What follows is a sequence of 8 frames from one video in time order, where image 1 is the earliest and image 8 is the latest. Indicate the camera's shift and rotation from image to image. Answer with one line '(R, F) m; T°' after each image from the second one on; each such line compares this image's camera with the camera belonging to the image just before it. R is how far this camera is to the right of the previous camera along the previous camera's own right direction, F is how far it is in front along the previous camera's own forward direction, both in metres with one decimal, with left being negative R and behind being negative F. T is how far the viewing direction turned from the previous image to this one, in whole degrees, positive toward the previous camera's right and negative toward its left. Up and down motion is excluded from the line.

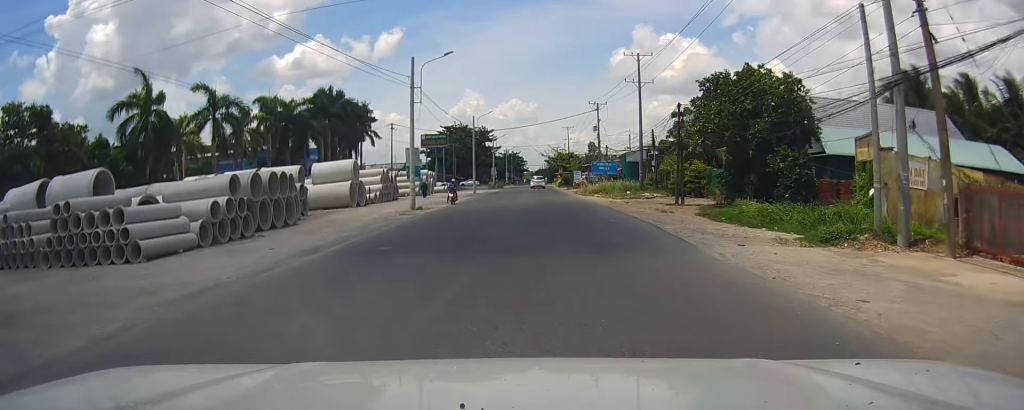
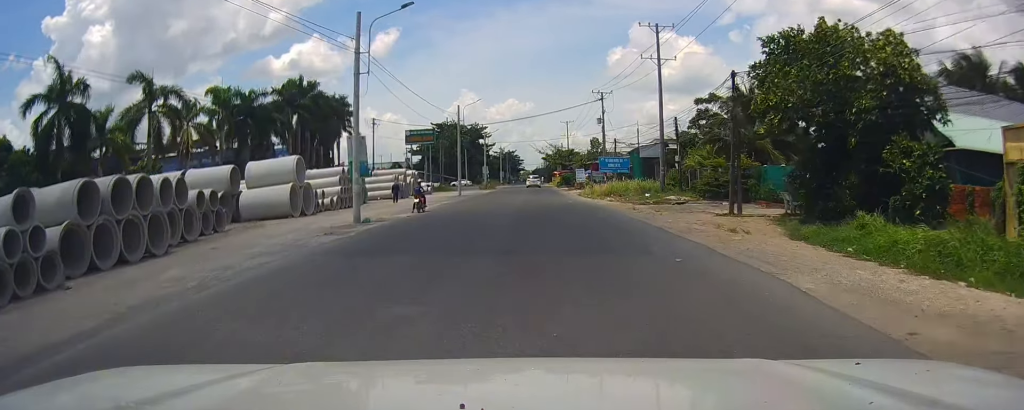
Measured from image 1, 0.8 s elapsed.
(0.0, +10.6) m; -2°
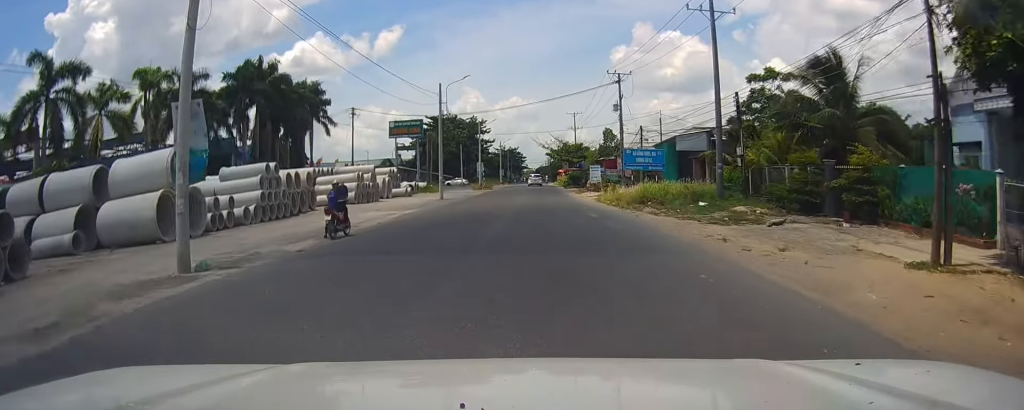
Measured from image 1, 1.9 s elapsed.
(-0.5, +13.7) m; 0°
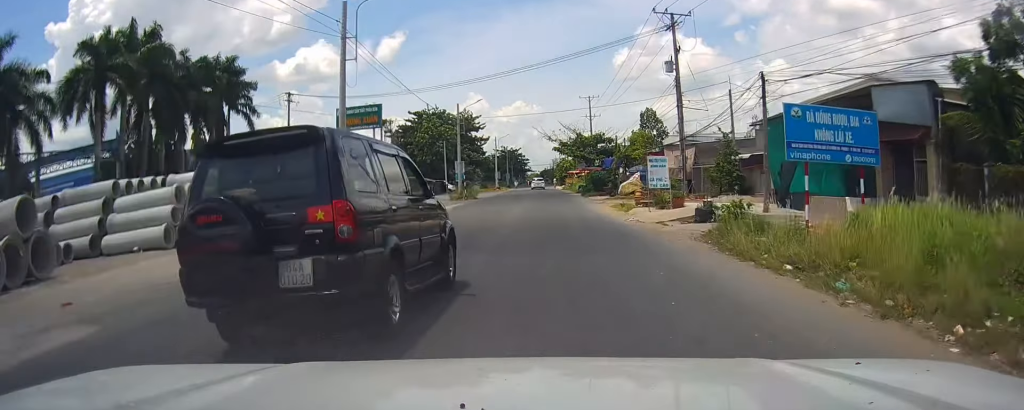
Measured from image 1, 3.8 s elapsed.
(+0.7, +25.4) m; 0°
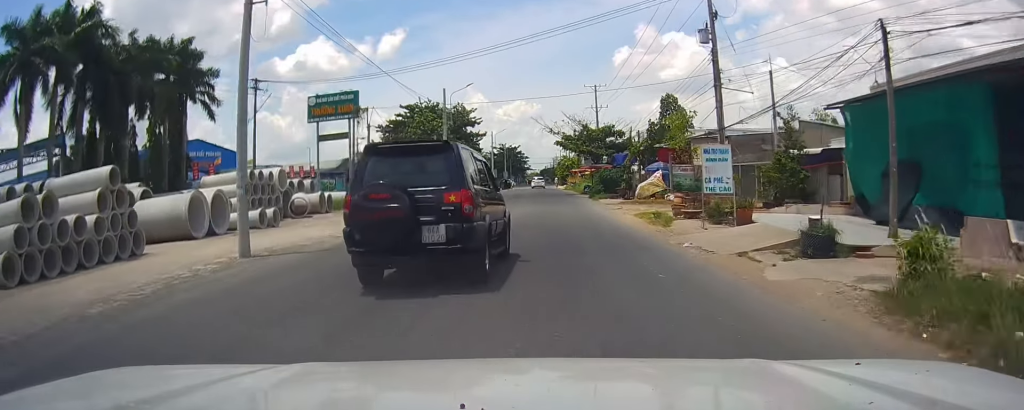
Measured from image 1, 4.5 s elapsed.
(-0.2, +8.7) m; 0°
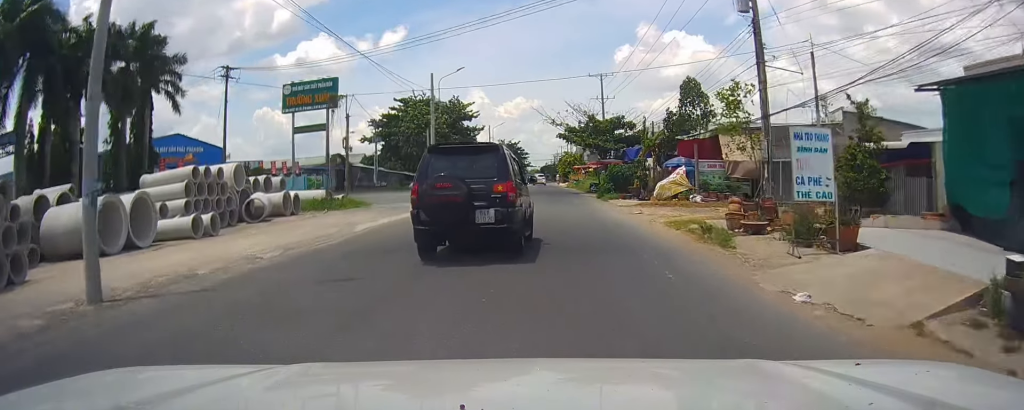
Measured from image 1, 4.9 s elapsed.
(0.0, +5.9) m; +1°
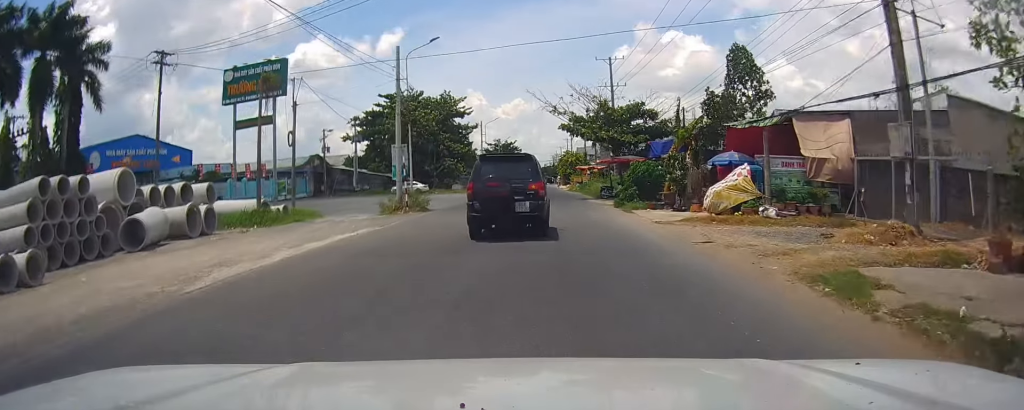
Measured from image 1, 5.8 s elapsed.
(+0.3, +10.7) m; +1°
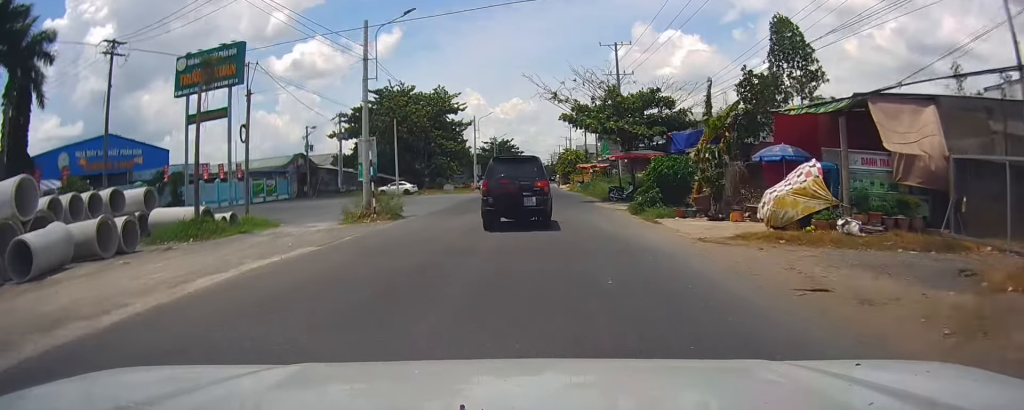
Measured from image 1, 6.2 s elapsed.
(-0.1, +5.9) m; -1°
